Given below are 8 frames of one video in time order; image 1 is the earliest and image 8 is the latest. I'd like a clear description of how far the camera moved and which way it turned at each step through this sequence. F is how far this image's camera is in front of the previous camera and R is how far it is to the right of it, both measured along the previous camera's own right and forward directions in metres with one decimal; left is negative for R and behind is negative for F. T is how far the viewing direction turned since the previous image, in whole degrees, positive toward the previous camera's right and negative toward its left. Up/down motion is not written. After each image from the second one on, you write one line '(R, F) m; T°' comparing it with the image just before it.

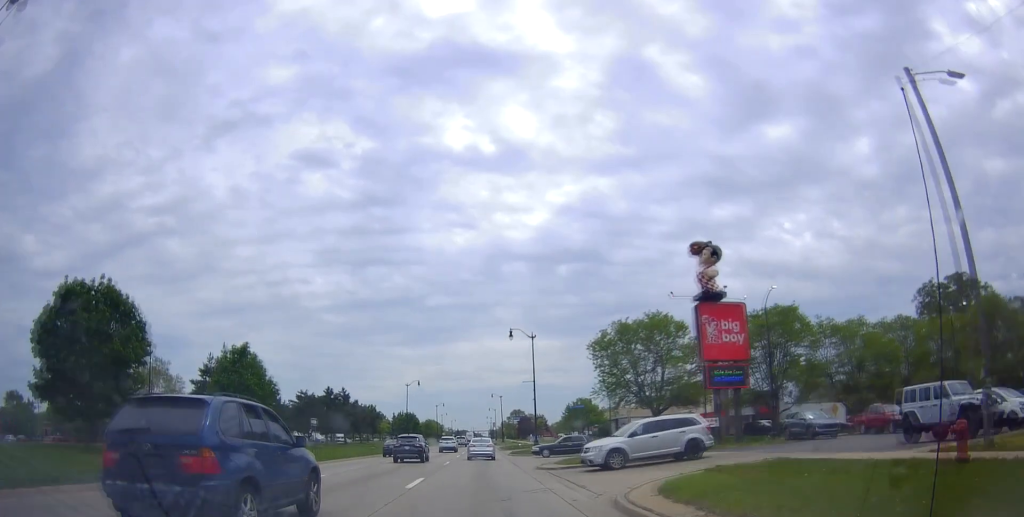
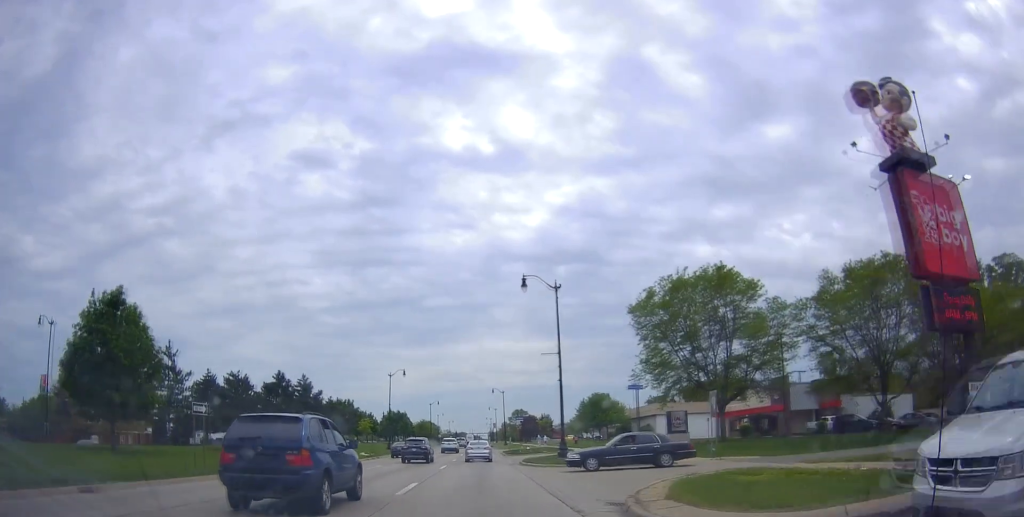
(+0.4, +17.2) m; 0°
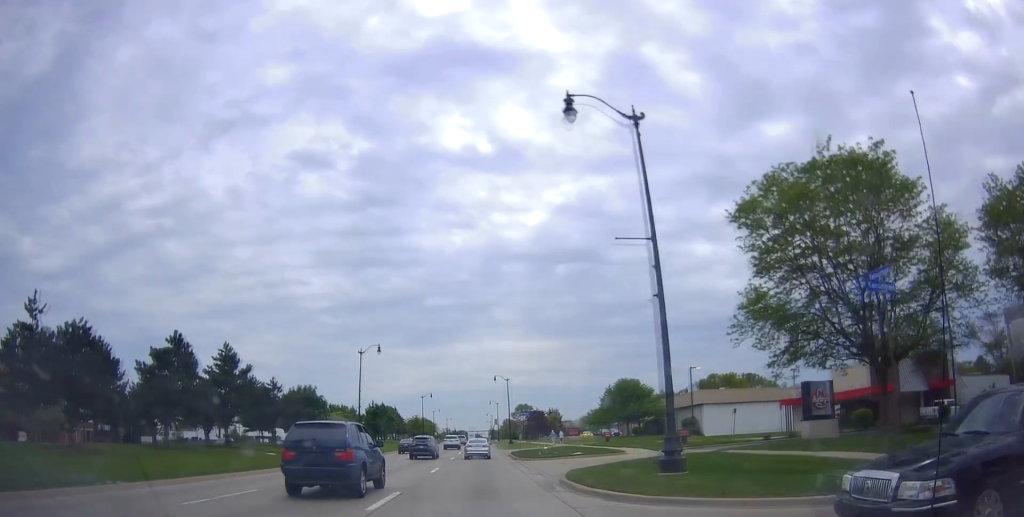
(-0.6, +19.2) m; 0°
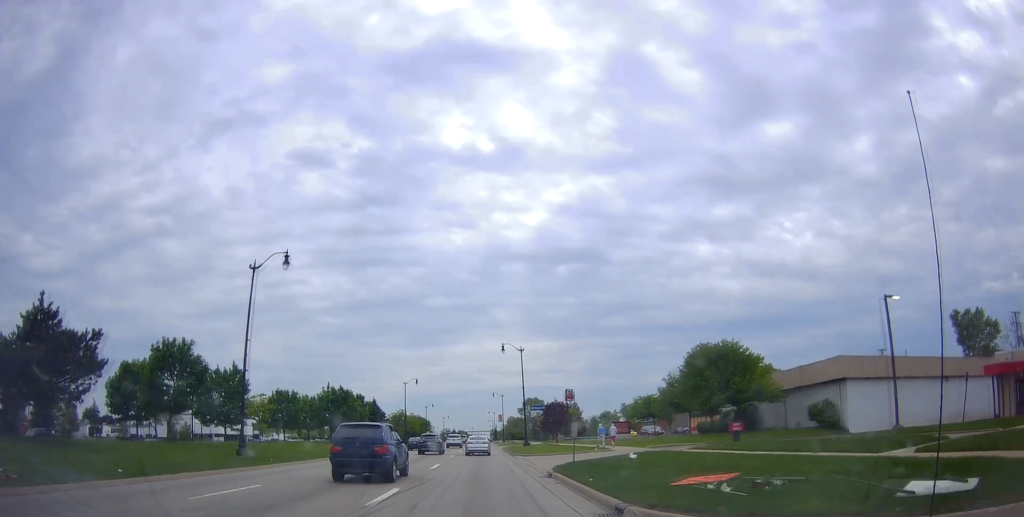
(+0.8, +29.9) m; +1°
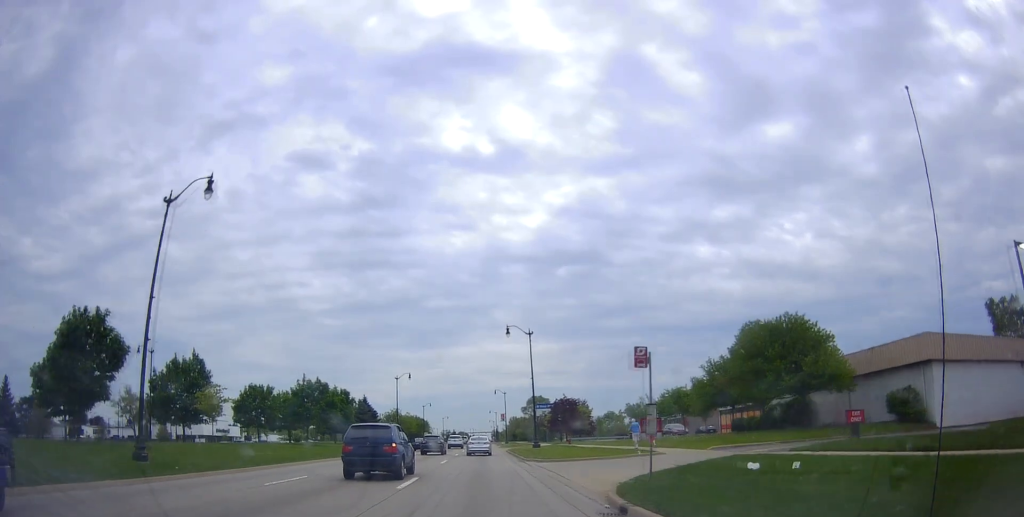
(+0.1, +10.1) m; -1°
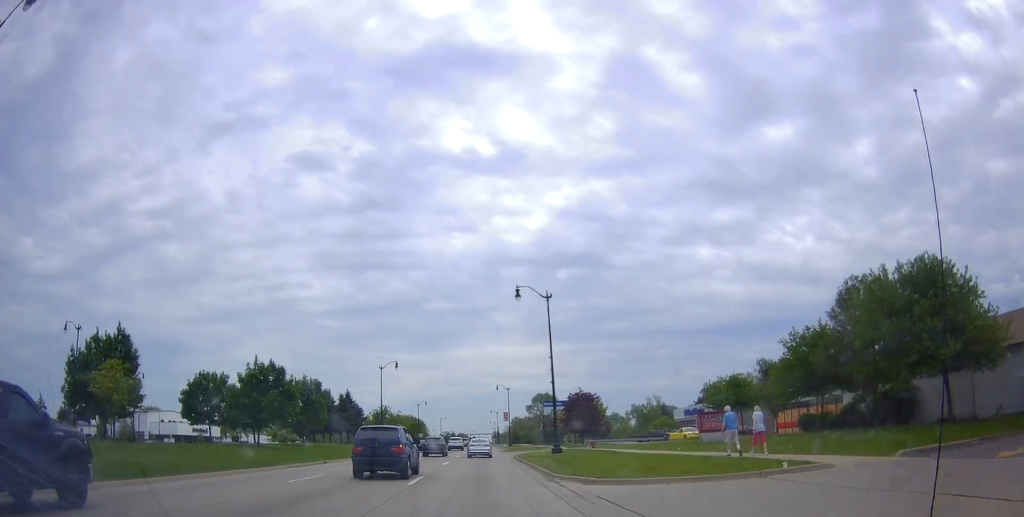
(+0.1, +13.6) m; -1°
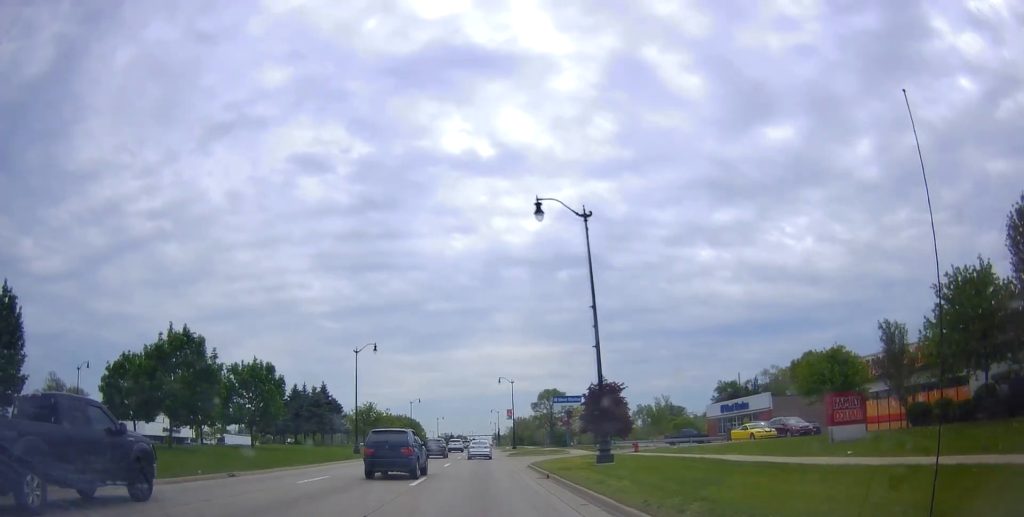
(-0.6, +14.3) m; 0°
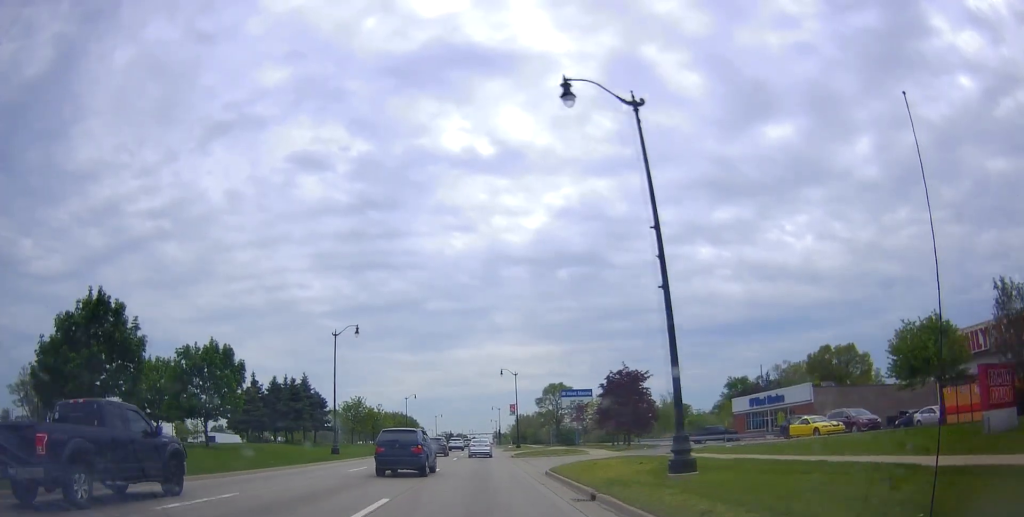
(+0.4, +8.6) m; 0°
